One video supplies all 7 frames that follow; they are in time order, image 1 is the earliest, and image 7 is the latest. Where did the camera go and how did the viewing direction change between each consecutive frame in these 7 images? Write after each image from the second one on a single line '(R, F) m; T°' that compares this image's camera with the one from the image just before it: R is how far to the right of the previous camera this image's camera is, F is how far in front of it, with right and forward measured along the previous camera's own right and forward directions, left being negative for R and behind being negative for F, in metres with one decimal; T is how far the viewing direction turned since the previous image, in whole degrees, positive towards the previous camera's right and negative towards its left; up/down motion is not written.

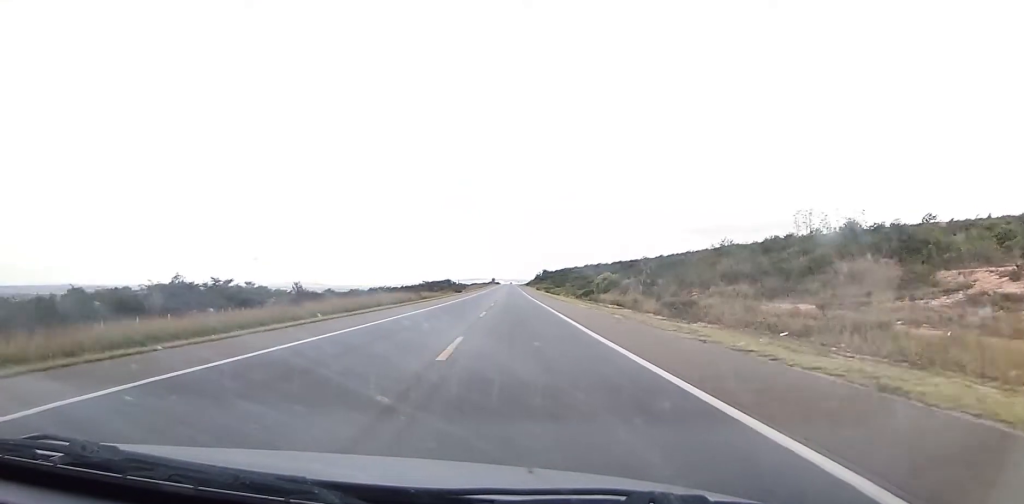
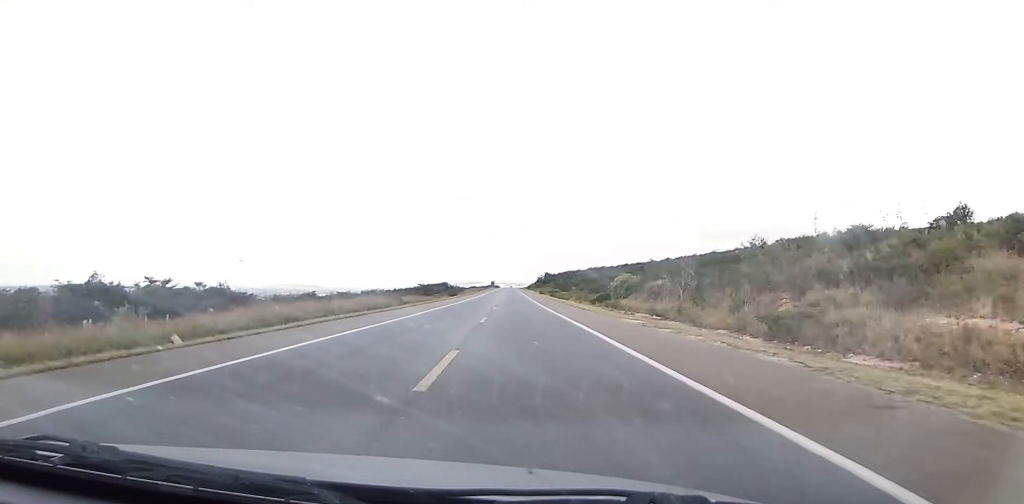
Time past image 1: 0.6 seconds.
(+0.2, +19.3) m; 0°
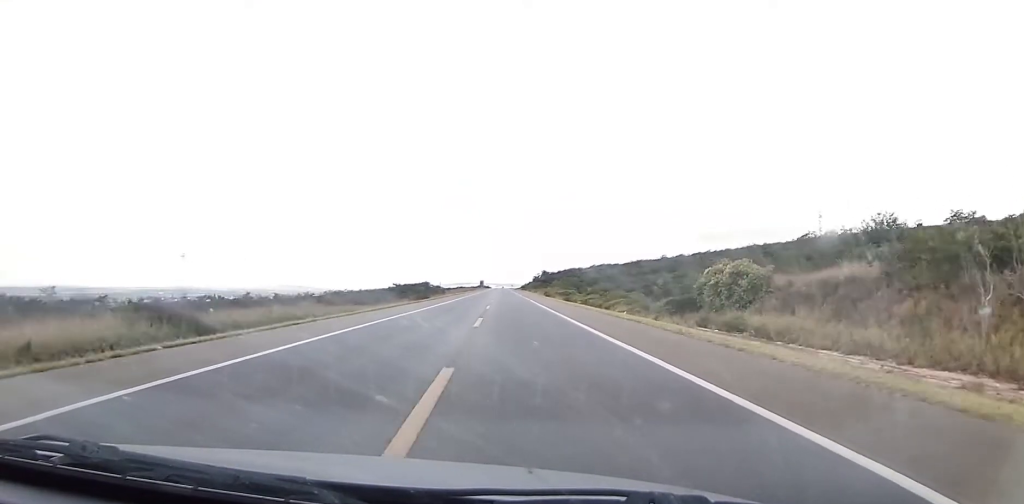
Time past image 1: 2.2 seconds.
(+0.5, +50.9) m; +1°
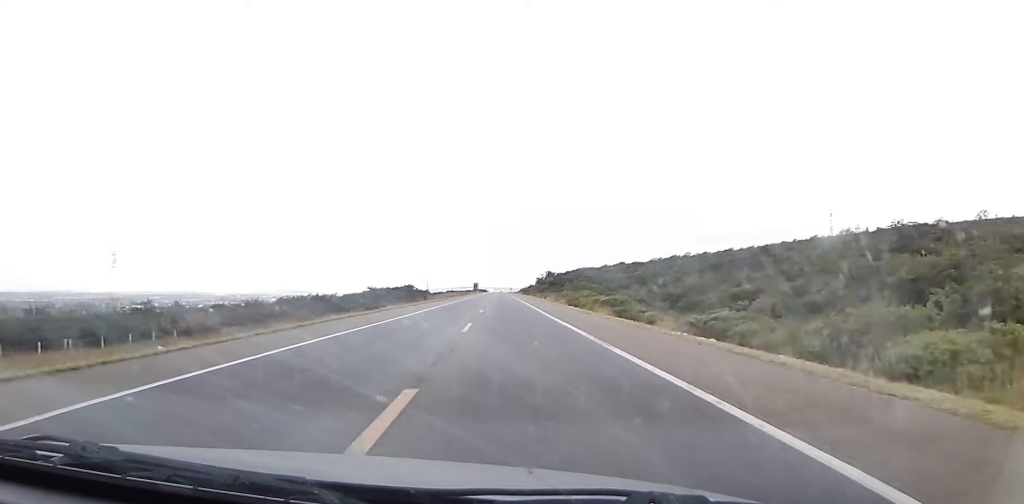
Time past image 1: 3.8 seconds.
(0.0, +48.7) m; 0°
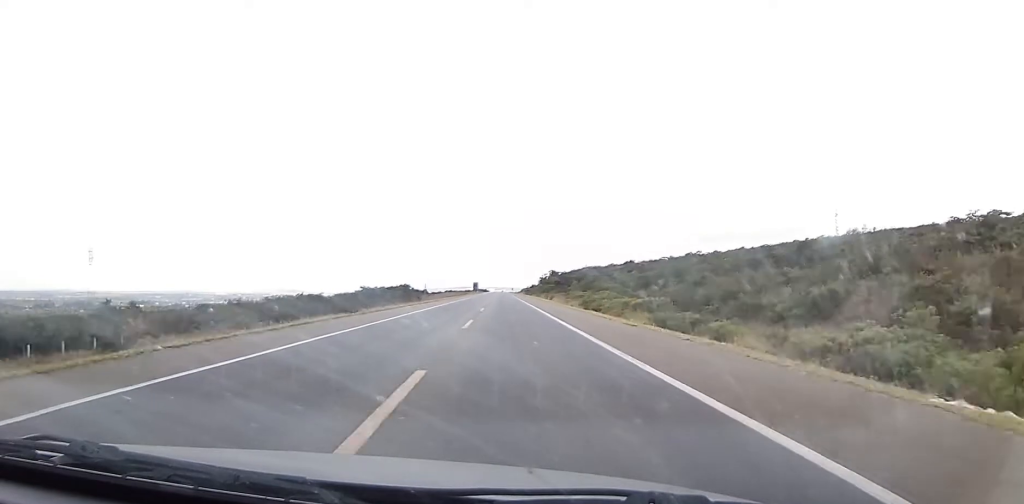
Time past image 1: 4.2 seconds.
(0.0, +14.4) m; 0°
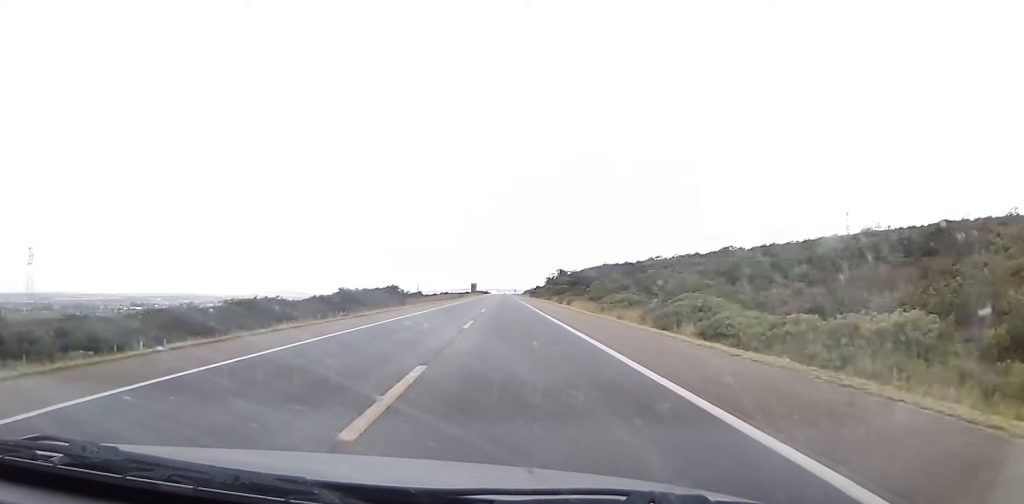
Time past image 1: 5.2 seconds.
(0.0, +30.6) m; 0°
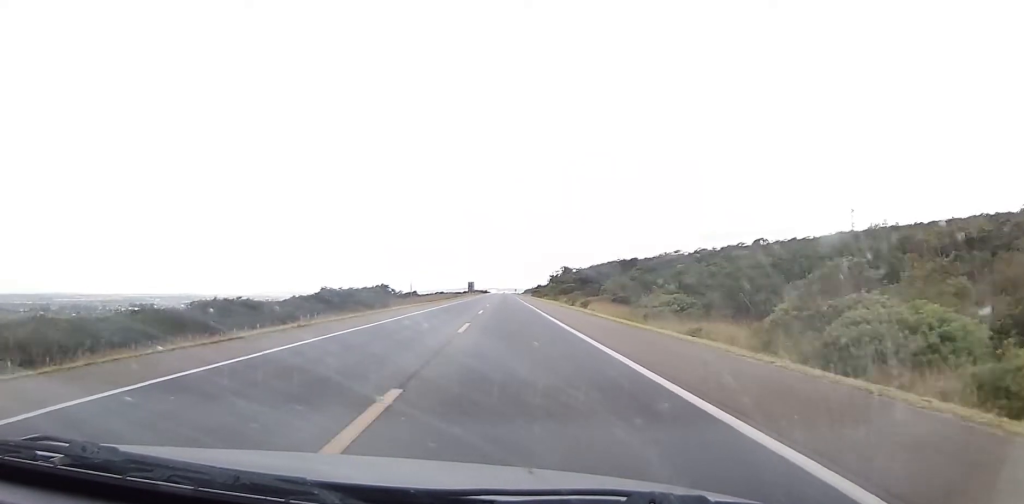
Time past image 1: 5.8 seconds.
(0.0, +18.3) m; 0°
